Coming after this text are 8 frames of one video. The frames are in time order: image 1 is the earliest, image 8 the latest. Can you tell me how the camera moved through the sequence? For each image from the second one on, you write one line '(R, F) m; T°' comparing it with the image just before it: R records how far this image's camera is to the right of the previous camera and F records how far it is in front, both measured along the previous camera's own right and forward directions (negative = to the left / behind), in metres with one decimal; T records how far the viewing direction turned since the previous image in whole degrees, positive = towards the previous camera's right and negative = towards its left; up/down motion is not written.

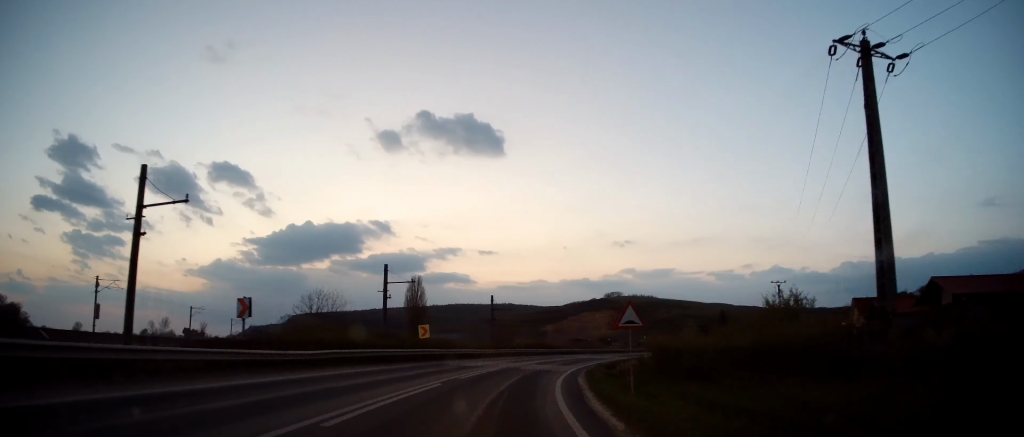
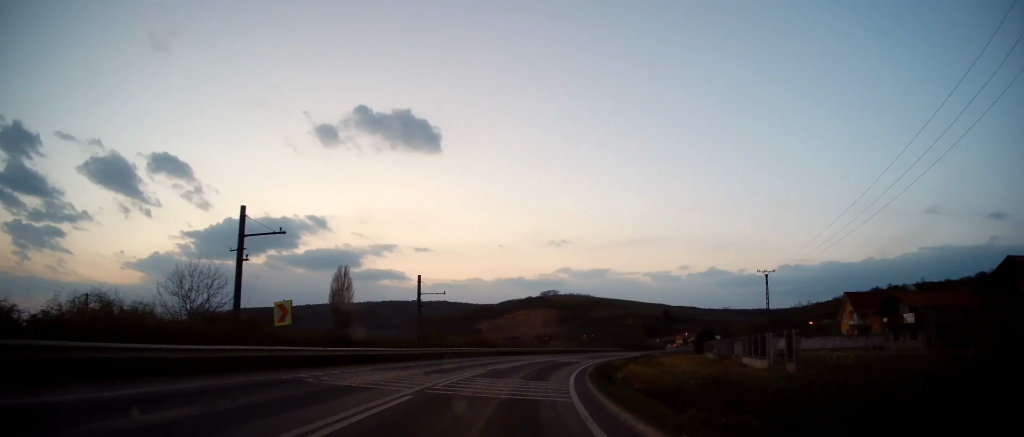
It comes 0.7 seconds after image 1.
(+0.8, +16.3) m; +6°
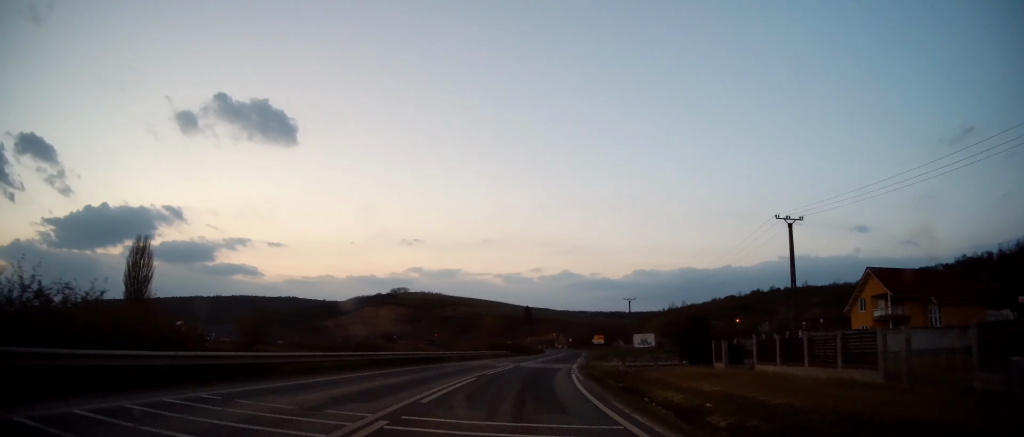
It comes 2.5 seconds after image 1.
(+5.4, +38.6) m; +16°
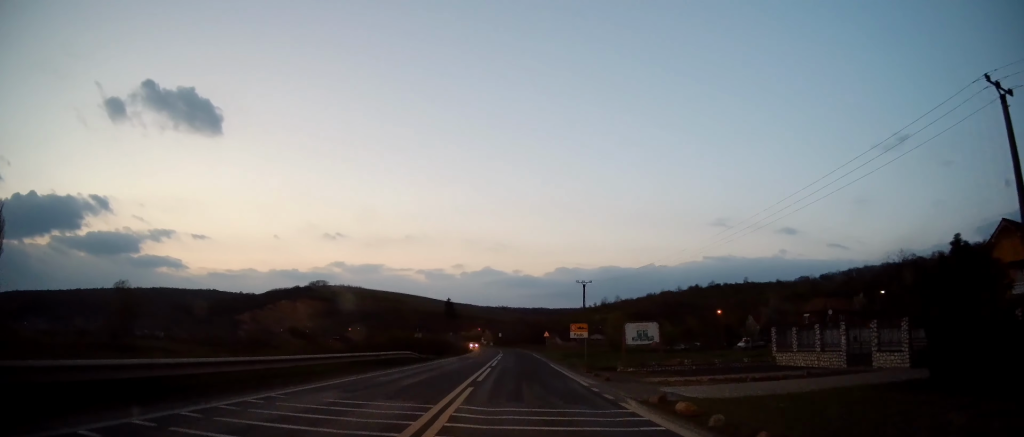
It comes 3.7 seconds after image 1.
(+2.8, +29.0) m; +10°
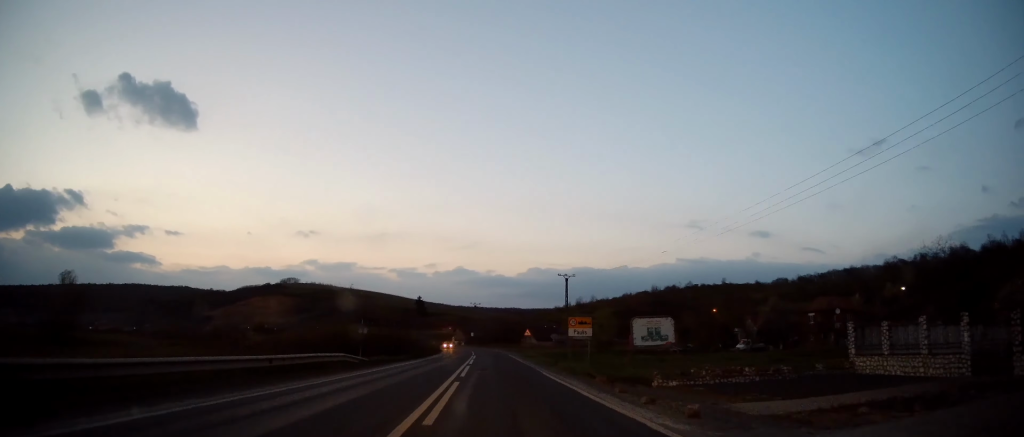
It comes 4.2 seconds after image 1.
(+0.2, +10.1) m; +3°
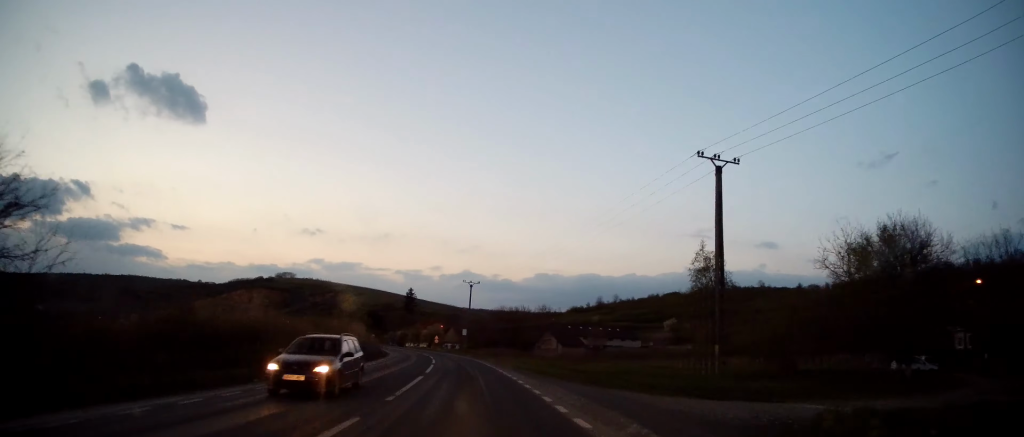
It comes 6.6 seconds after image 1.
(+4.2, +57.4) m; +5°
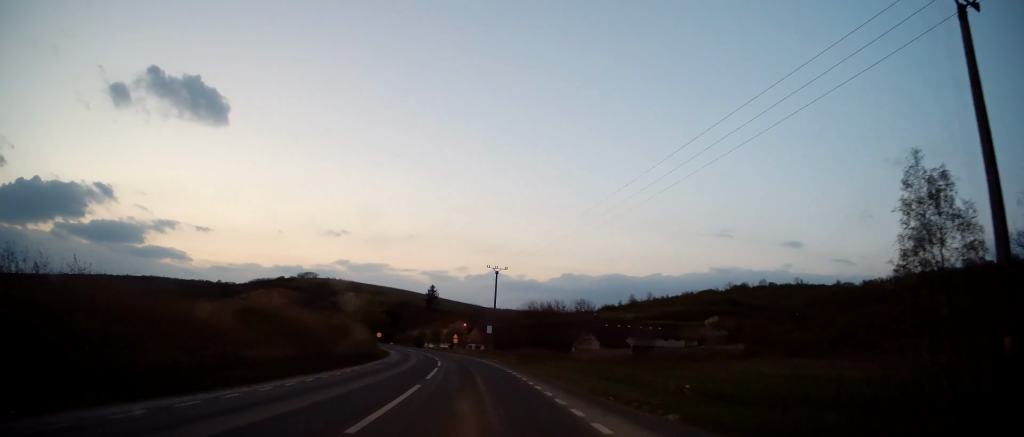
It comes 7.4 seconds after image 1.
(+0.1, +17.2) m; -2°
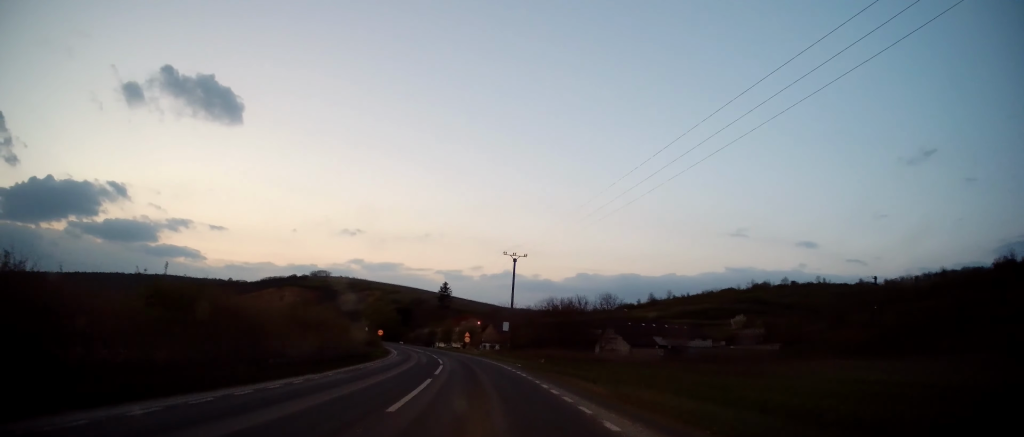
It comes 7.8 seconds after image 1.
(-0.3, +10.1) m; -2°
